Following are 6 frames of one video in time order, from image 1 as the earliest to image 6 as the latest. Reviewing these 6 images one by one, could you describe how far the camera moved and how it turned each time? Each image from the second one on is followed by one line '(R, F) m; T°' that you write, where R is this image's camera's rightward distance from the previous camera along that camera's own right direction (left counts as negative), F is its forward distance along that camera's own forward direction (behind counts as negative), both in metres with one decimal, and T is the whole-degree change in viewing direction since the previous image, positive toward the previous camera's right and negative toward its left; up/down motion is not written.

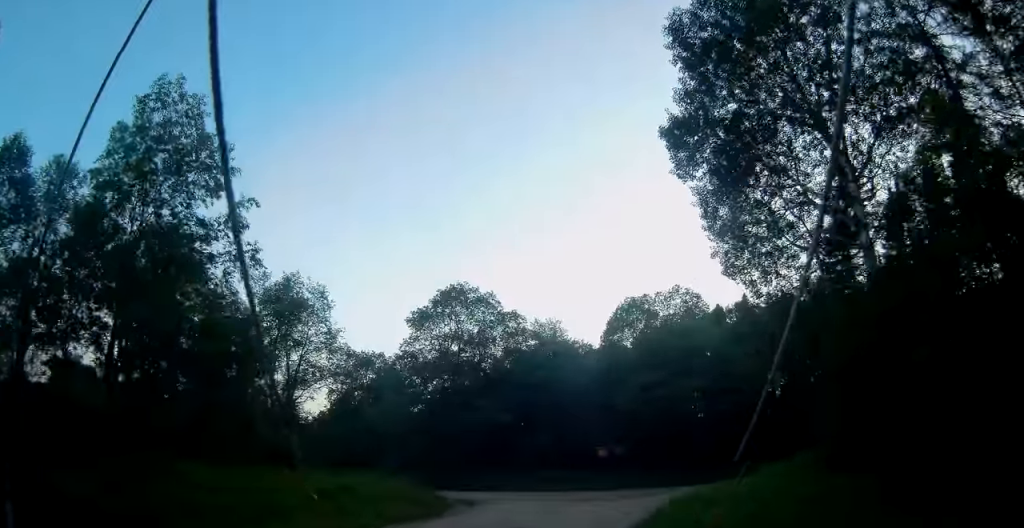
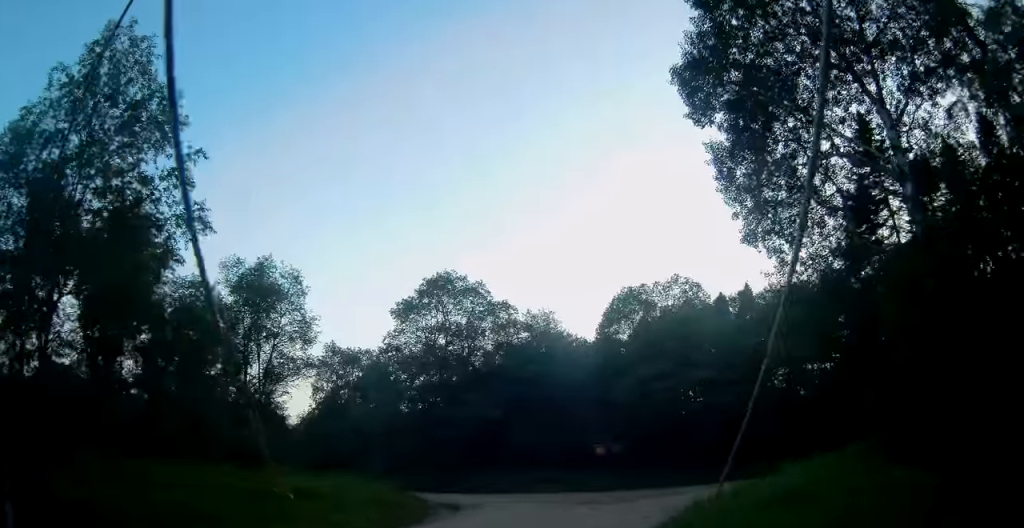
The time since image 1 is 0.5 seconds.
(+0.1, +3.0) m; +2°
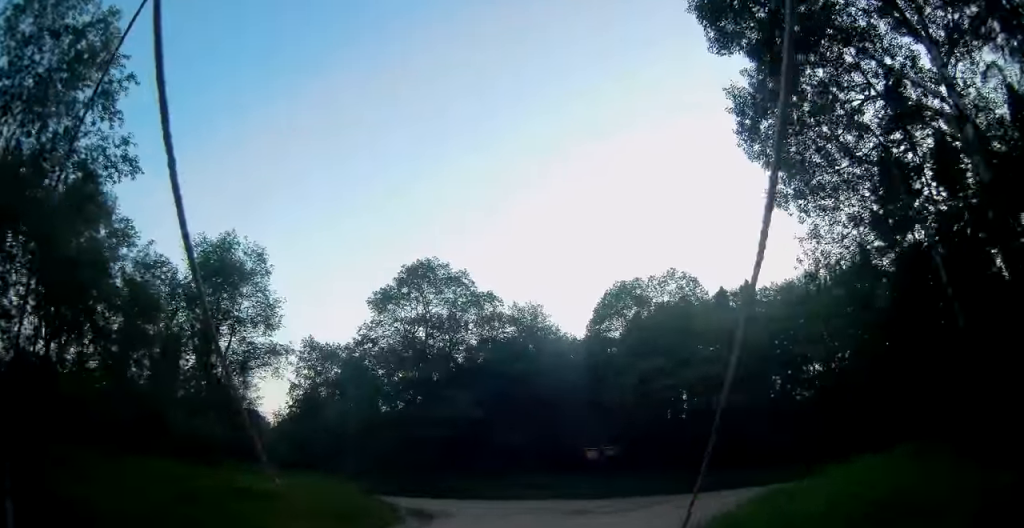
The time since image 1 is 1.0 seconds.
(+0.2, +3.4) m; +2°
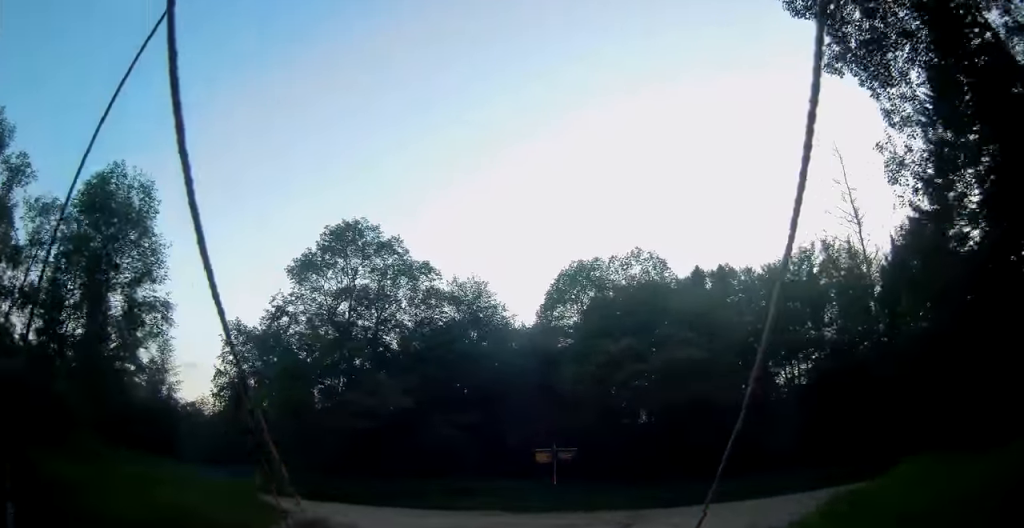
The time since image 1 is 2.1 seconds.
(0.0, +6.8) m; +3°
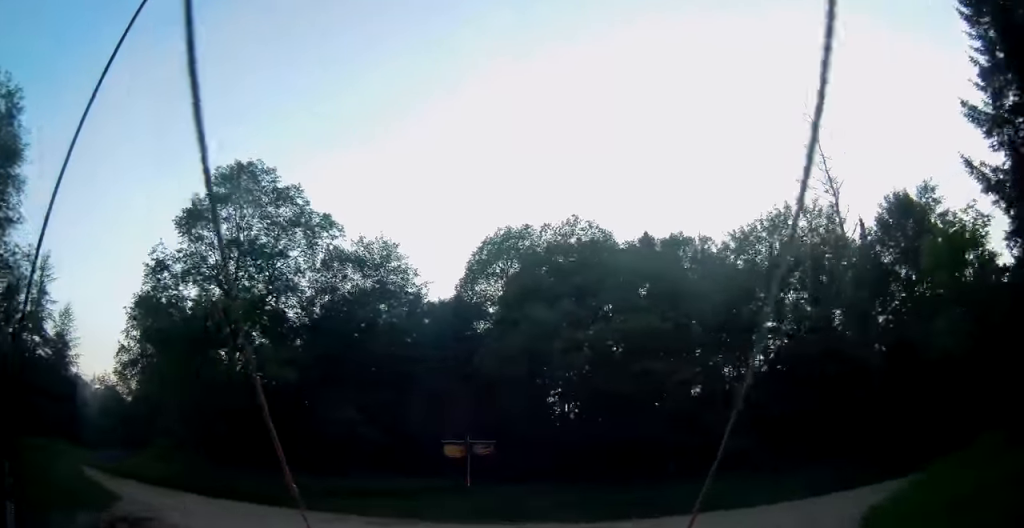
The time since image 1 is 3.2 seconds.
(+0.3, +6.4) m; +9°
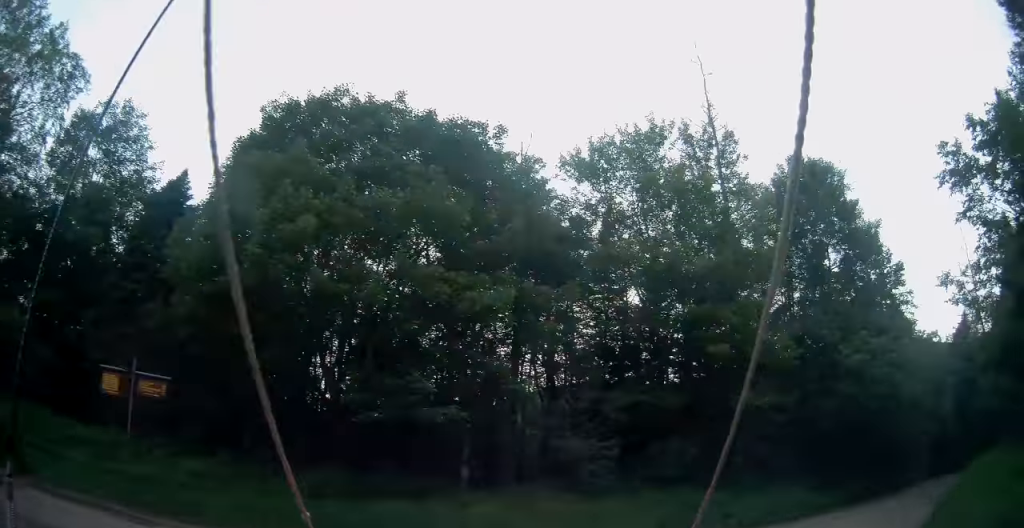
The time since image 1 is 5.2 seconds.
(+1.8, +9.8) m; +25°
